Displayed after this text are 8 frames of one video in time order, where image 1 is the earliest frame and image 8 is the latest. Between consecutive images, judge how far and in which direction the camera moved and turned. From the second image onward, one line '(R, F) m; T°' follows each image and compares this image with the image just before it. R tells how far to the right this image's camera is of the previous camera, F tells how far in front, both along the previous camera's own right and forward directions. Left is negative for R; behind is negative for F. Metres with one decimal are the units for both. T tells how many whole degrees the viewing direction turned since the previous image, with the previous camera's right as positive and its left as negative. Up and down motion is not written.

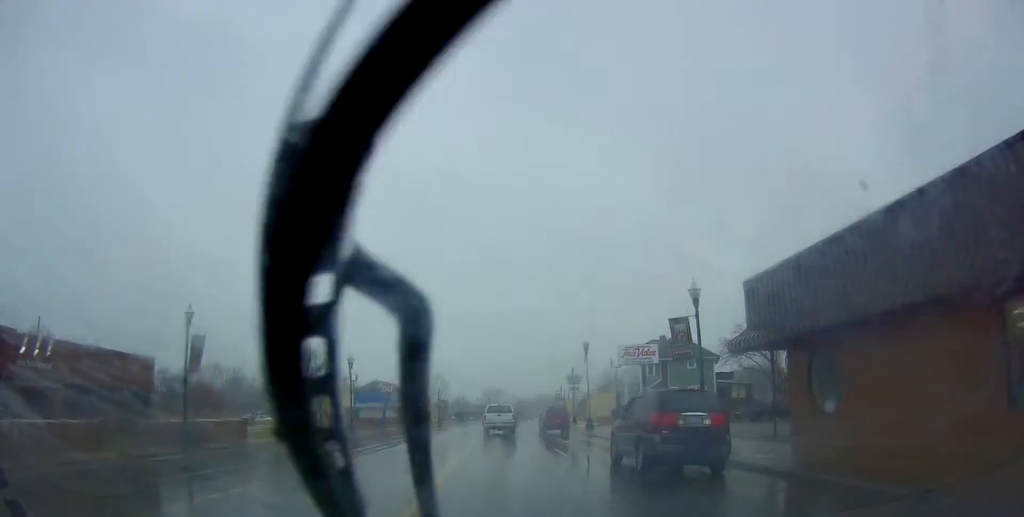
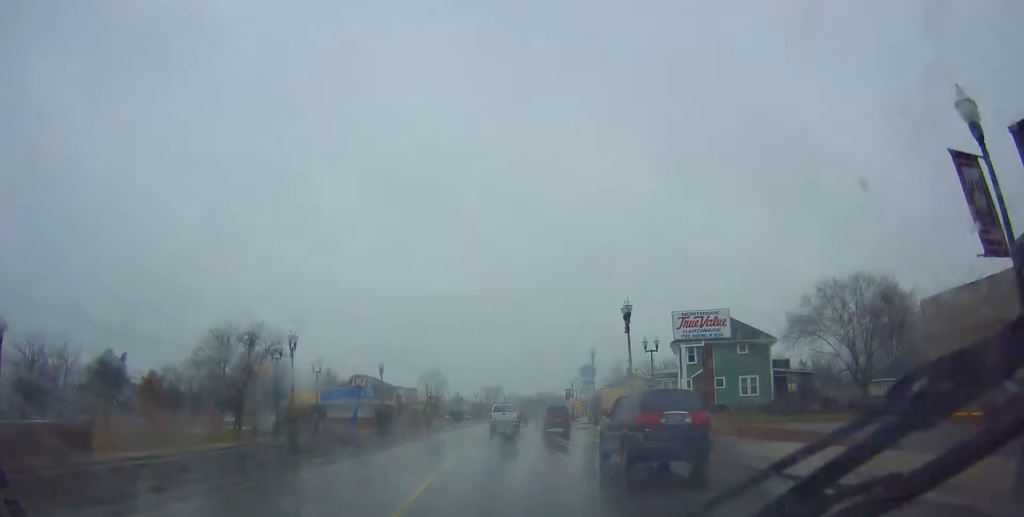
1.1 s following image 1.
(-0.5, +15.2) m; 0°
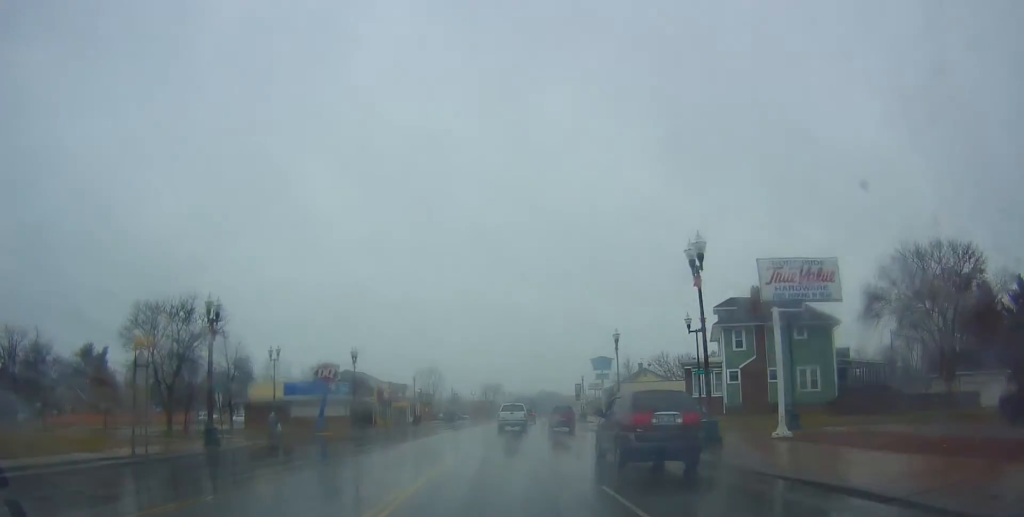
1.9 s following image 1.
(+0.2, +11.3) m; +2°
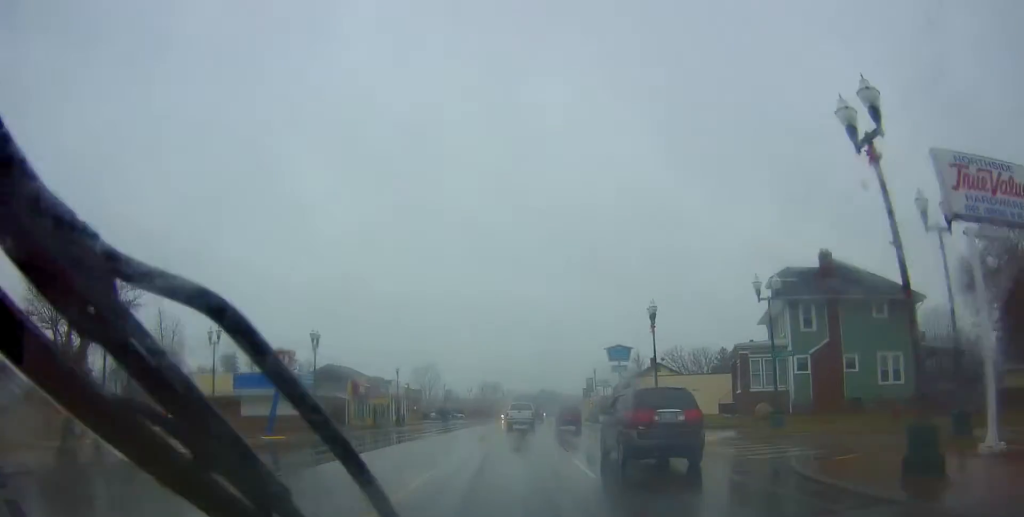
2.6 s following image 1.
(+0.3, +10.5) m; 0°
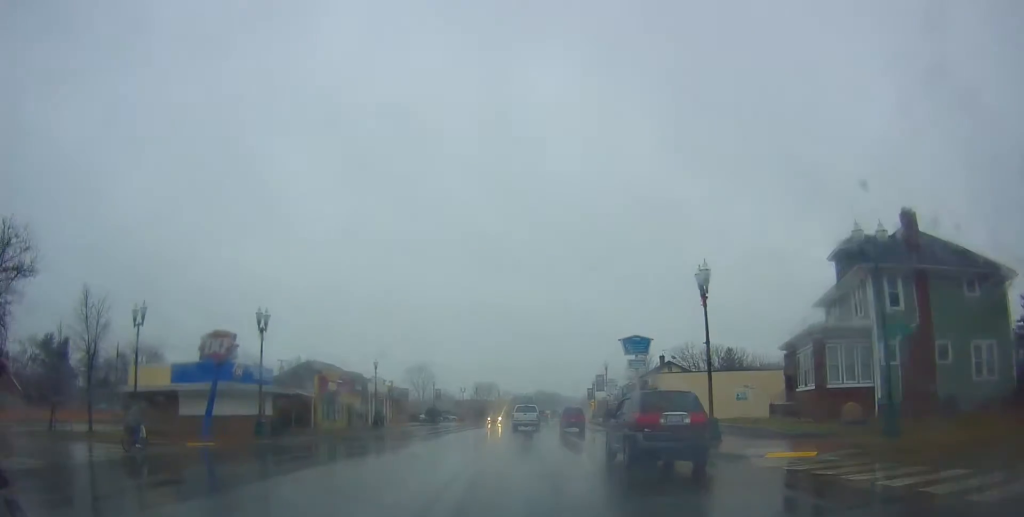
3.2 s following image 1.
(0.0, +8.8) m; -1°
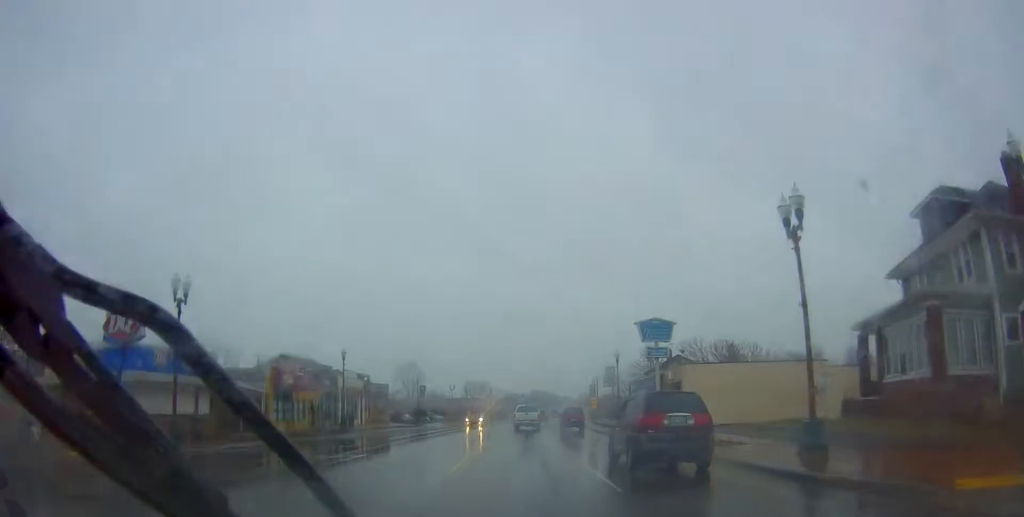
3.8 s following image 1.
(-0.1, +8.4) m; -1°
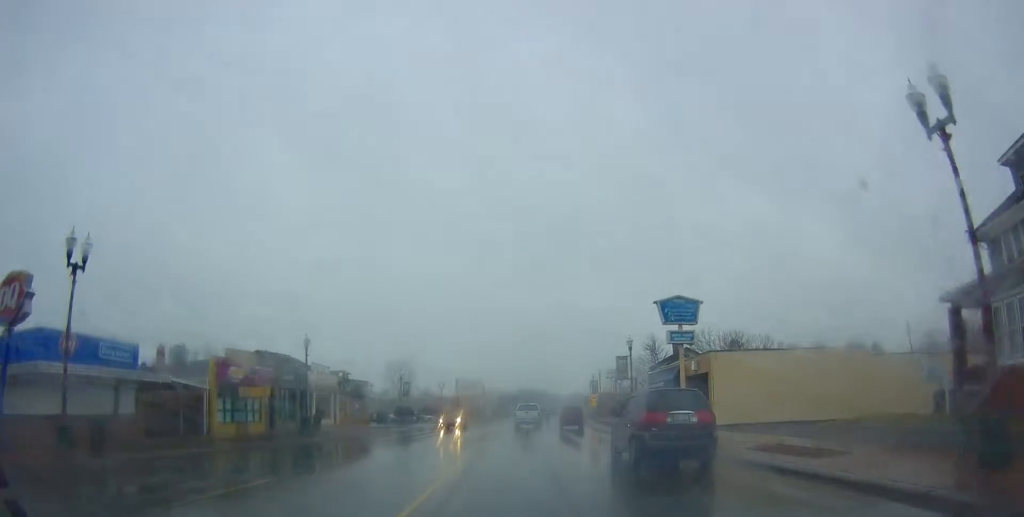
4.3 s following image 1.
(-0.1, +7.0) m; 0°
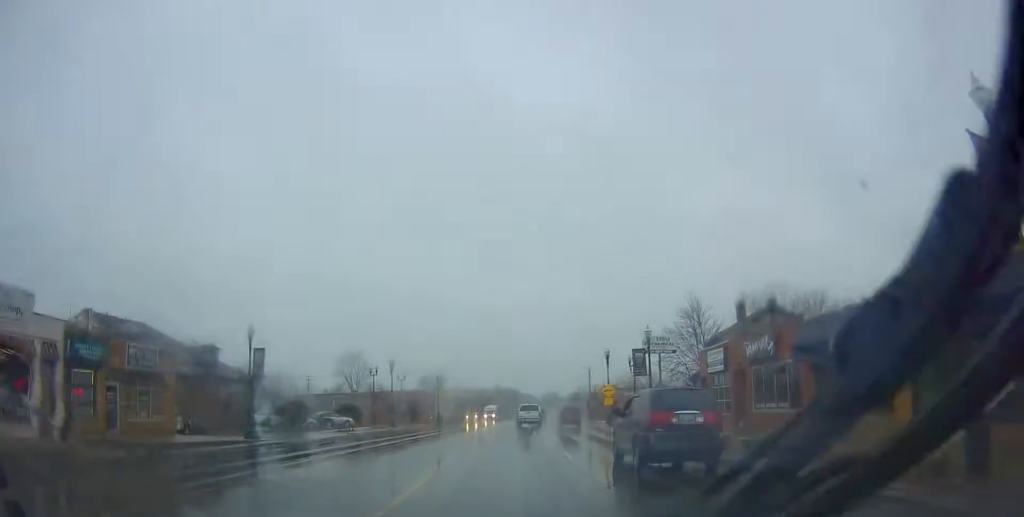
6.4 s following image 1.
(+1.5, +32.7) m; +4°
